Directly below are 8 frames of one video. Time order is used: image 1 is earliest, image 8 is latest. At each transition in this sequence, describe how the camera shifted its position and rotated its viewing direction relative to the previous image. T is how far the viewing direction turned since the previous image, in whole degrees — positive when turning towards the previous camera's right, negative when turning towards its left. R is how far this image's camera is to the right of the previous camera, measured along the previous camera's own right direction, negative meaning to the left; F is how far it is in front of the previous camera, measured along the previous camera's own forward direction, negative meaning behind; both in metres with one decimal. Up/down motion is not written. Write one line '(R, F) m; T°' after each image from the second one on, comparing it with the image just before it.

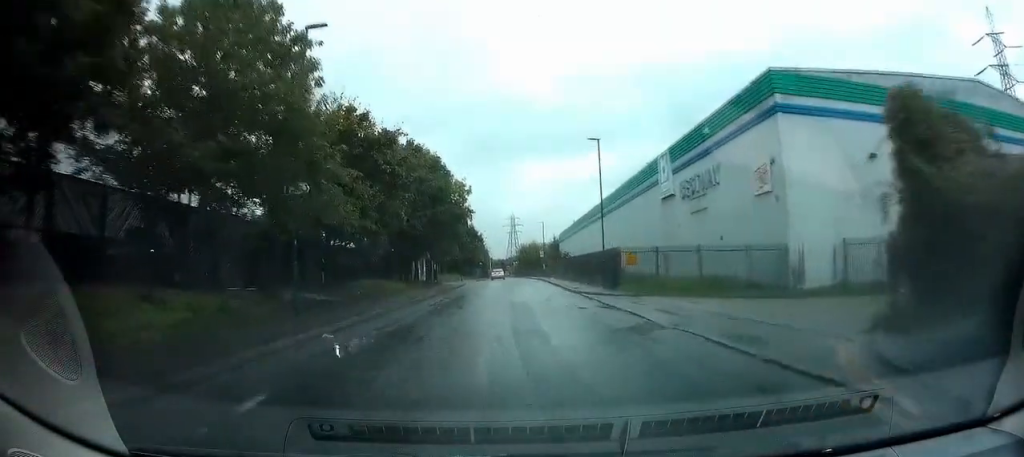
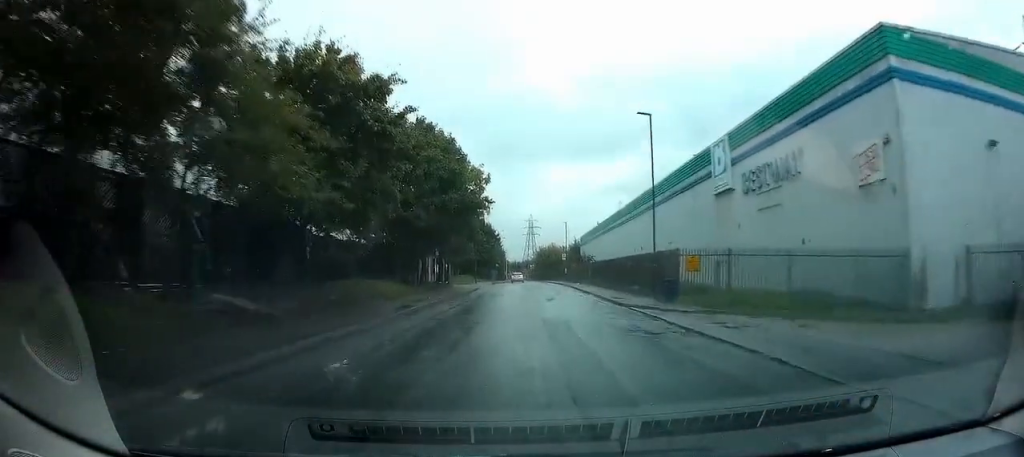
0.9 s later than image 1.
(-0.1, +7.2) m; -1°
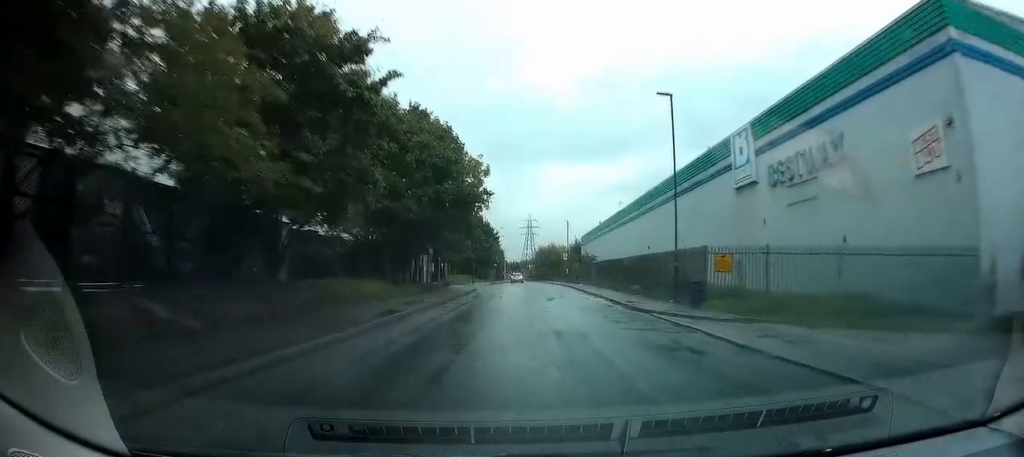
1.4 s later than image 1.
(0.0, +3.5) m; -1°
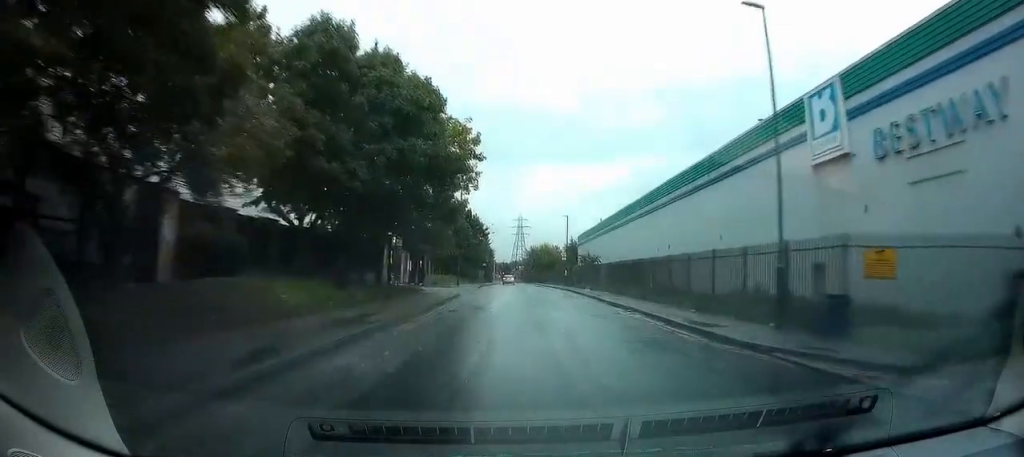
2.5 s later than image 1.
(-0.1, +9.4) m; -2°
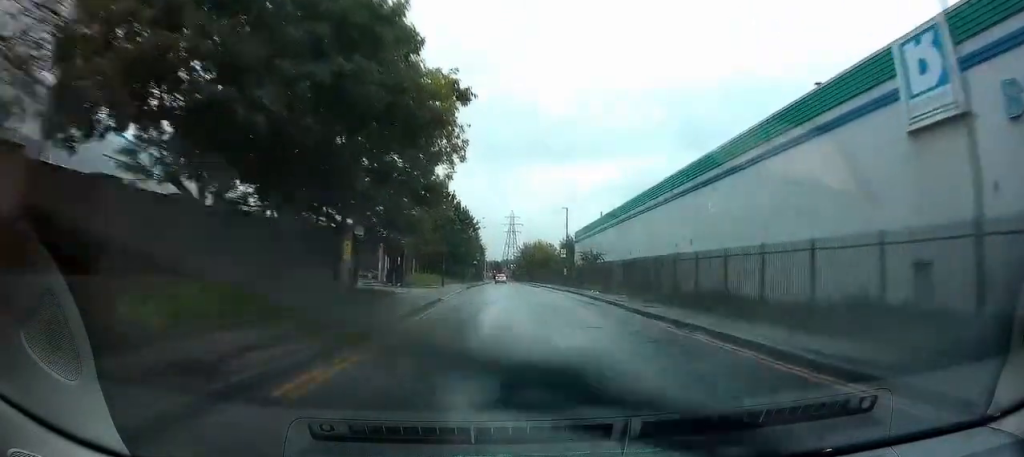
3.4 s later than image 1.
(-0.2, +6.7) m; 0°
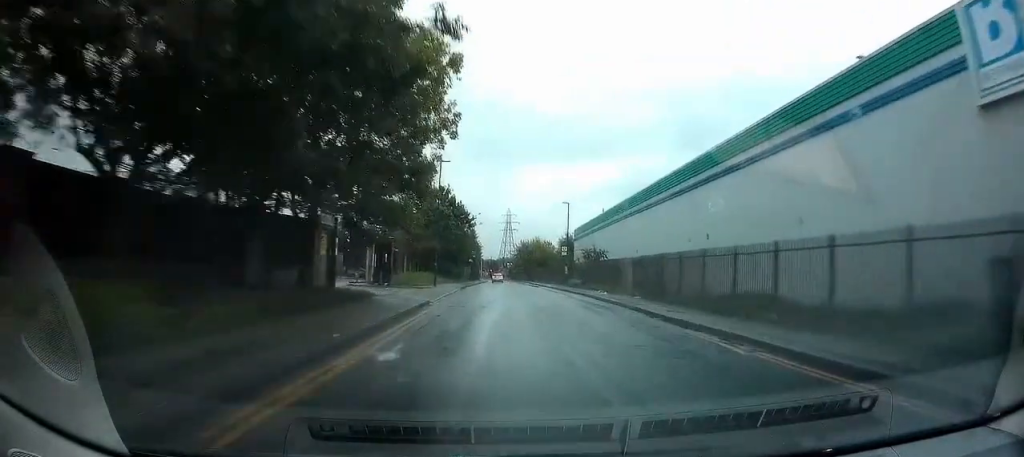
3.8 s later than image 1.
(0.0, +3.6) m; +1°
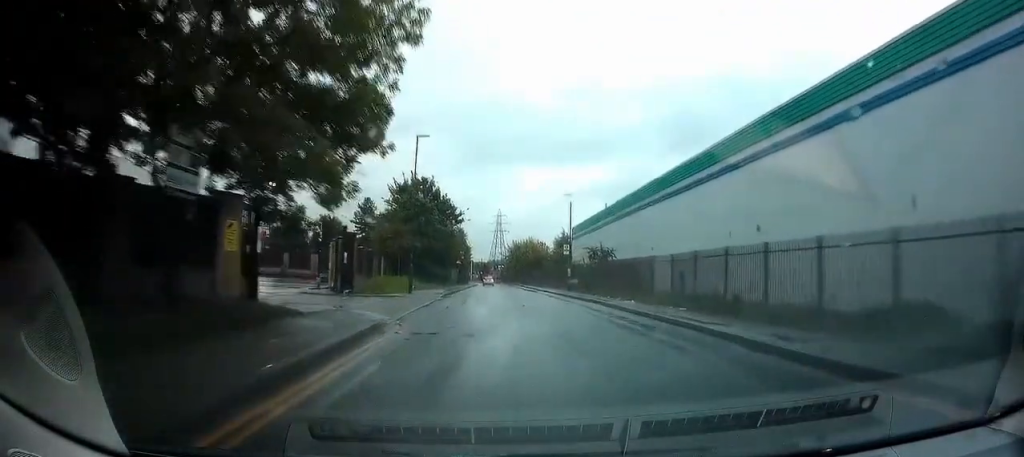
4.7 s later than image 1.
(+0.2, +7.8) m; +3°
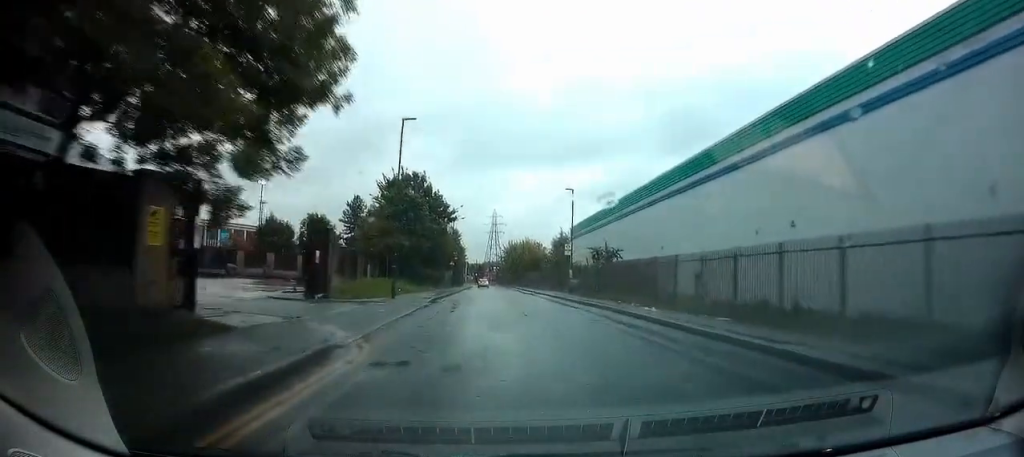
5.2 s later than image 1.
(+0.1, +3.7) m; +1°
